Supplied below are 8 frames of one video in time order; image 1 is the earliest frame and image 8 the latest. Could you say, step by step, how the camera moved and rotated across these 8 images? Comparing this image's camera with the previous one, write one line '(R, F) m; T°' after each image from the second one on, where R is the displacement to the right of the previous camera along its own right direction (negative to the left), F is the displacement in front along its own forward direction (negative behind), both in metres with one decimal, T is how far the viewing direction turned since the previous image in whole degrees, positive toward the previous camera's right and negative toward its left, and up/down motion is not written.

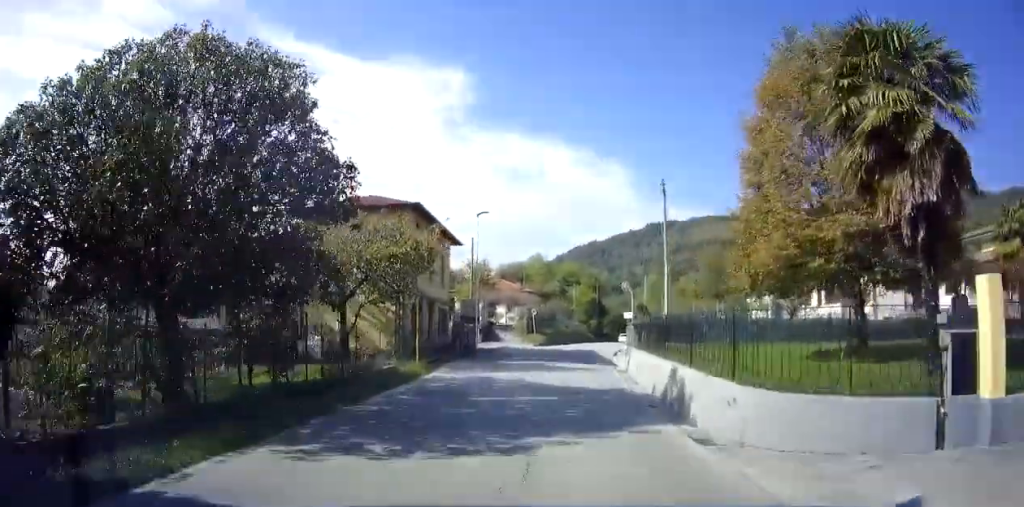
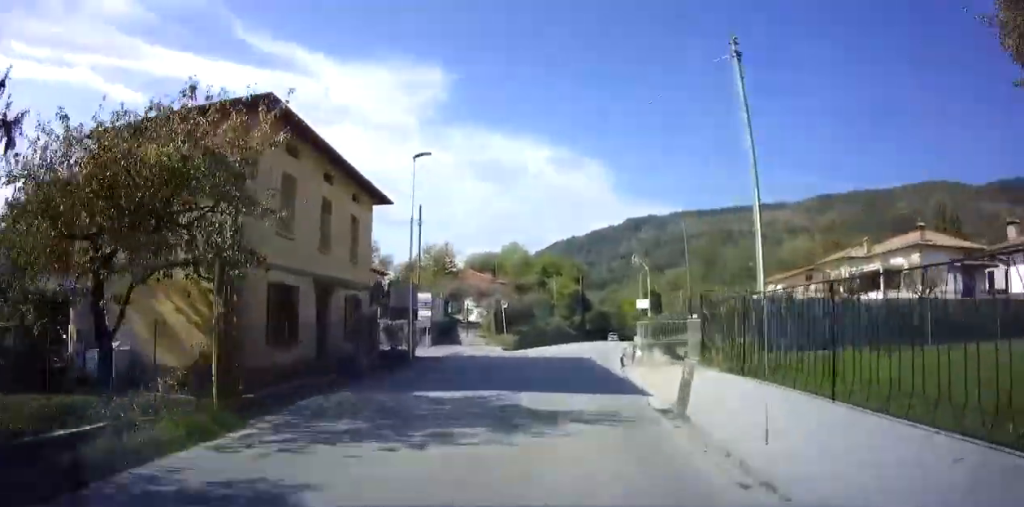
(+0.1, +11.0) m; +4°
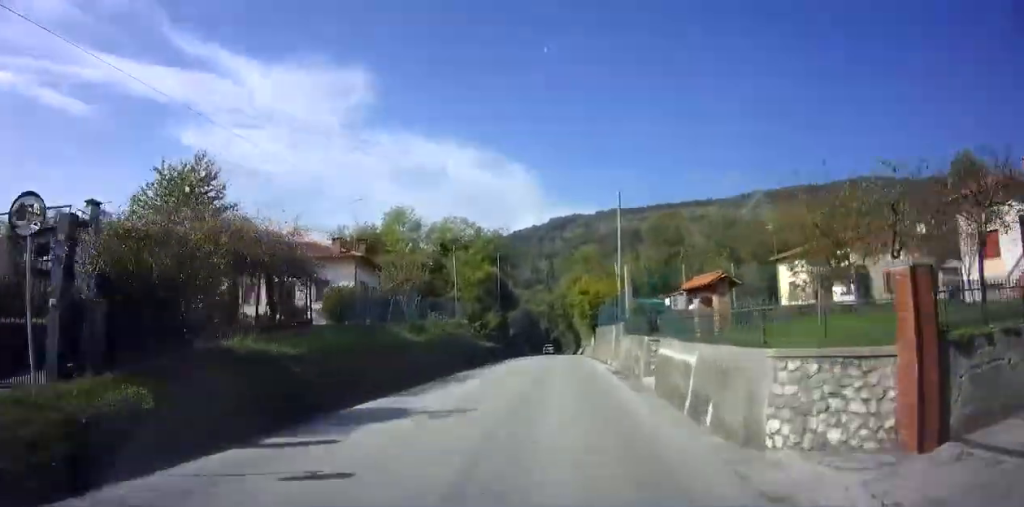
(+1.6, +29.5) m; +3°
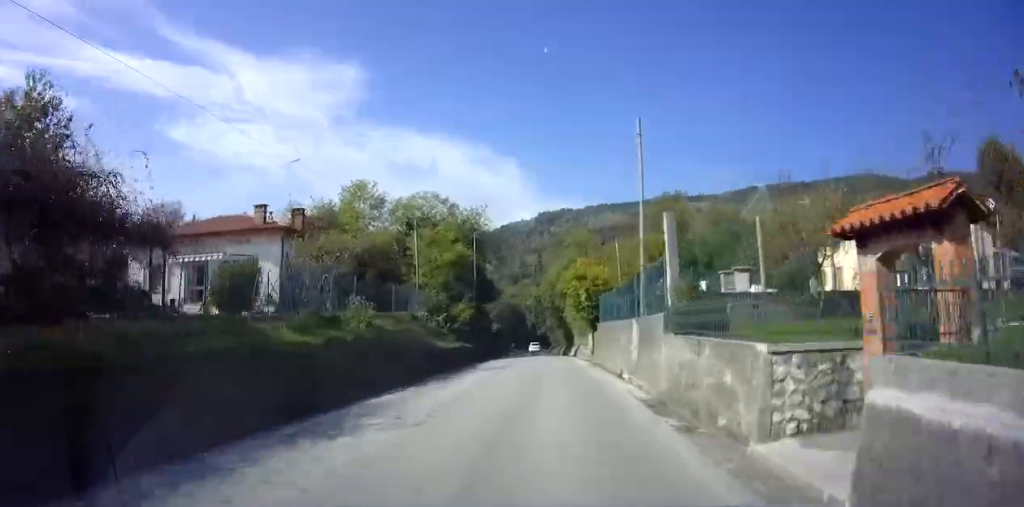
(0.0, +10.1) m; 0°
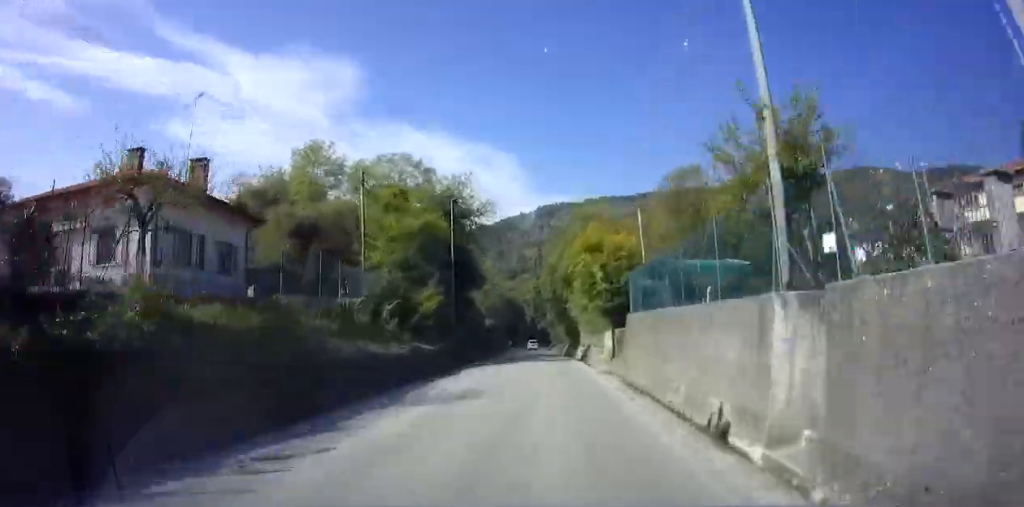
(0.0, +10.6) m; 0°
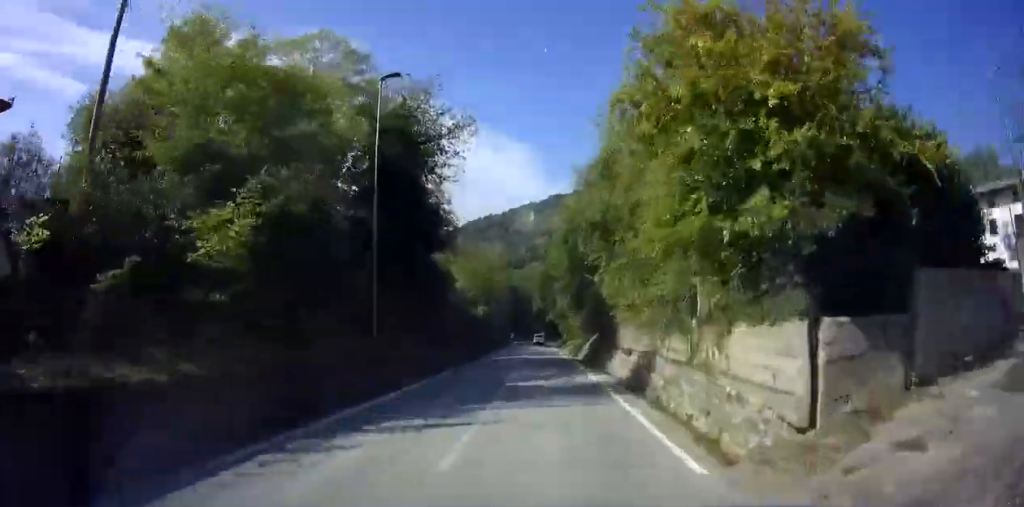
(+0.1, +17.4) m; +1°
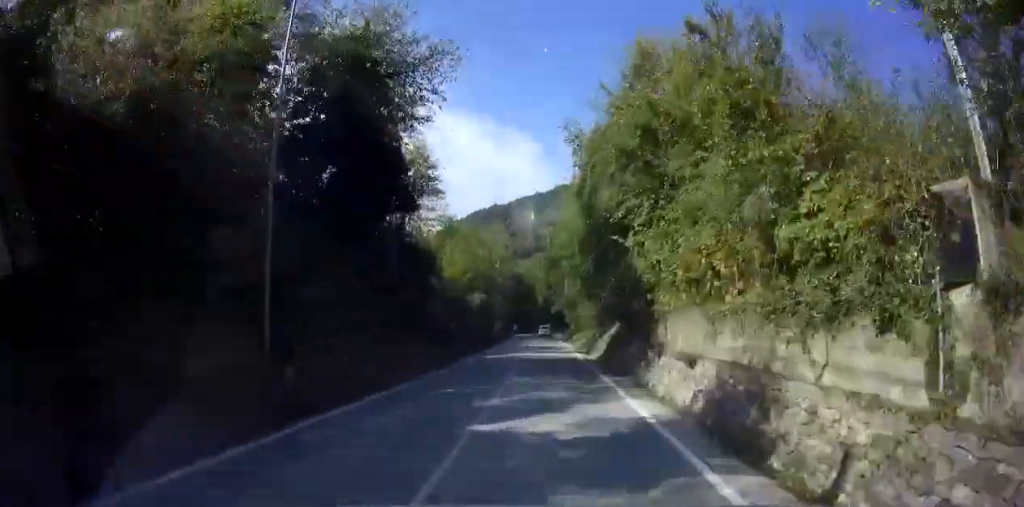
(+0.1, +7.3) m; 0°
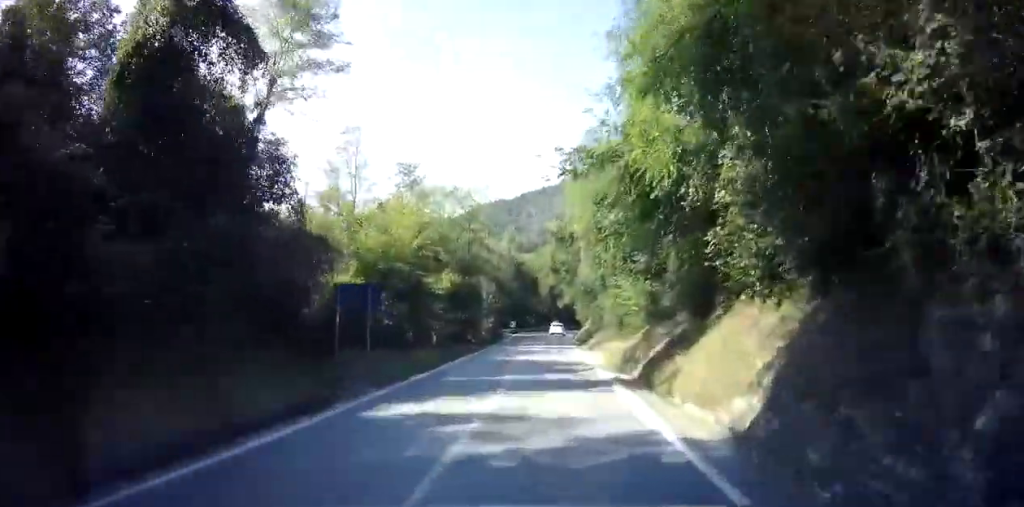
(0.0, +18.6) m; 0°
